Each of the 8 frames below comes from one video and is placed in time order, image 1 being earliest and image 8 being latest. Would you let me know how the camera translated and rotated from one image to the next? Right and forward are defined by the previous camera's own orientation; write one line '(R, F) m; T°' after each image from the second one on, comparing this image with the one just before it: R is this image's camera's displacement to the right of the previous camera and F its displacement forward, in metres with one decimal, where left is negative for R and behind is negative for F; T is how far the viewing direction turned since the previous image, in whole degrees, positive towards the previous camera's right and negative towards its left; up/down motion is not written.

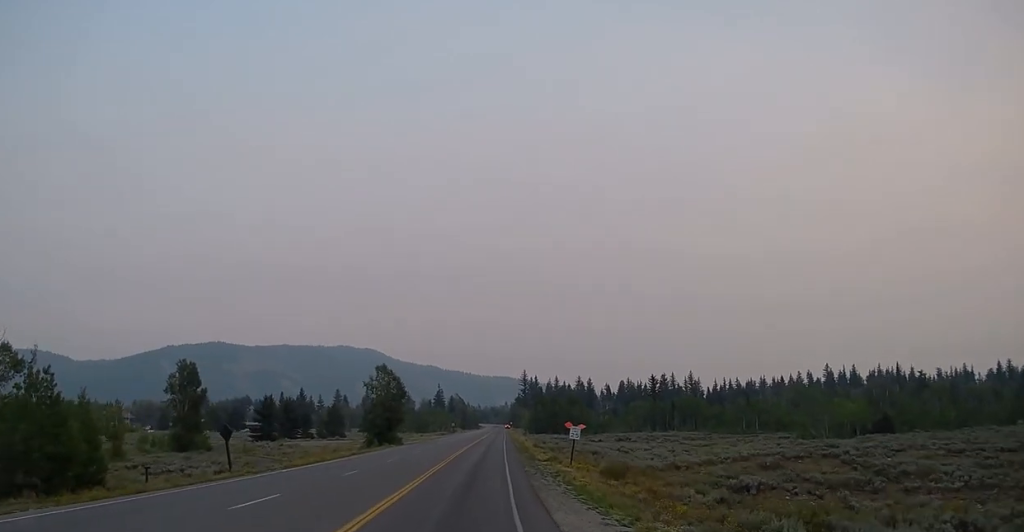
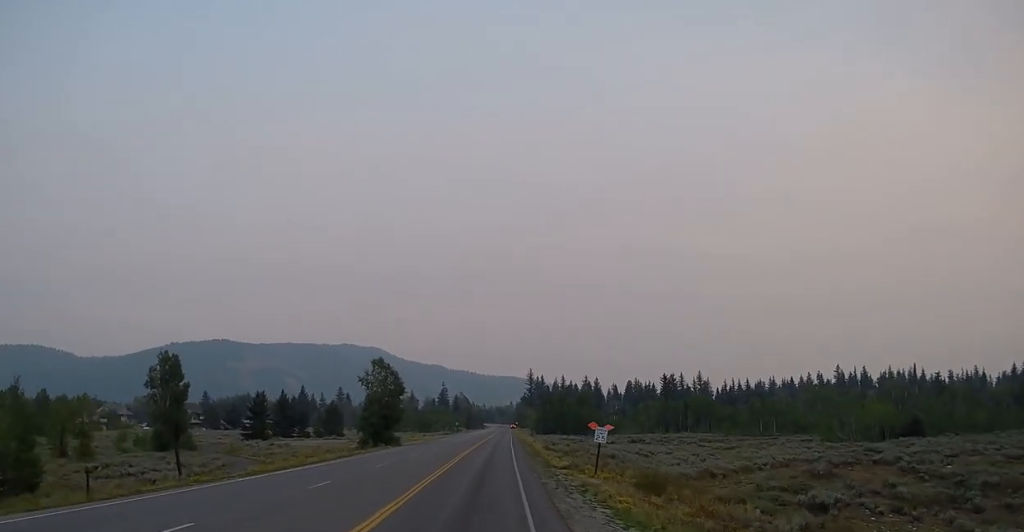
(-0.1, +7.3) m; -3°
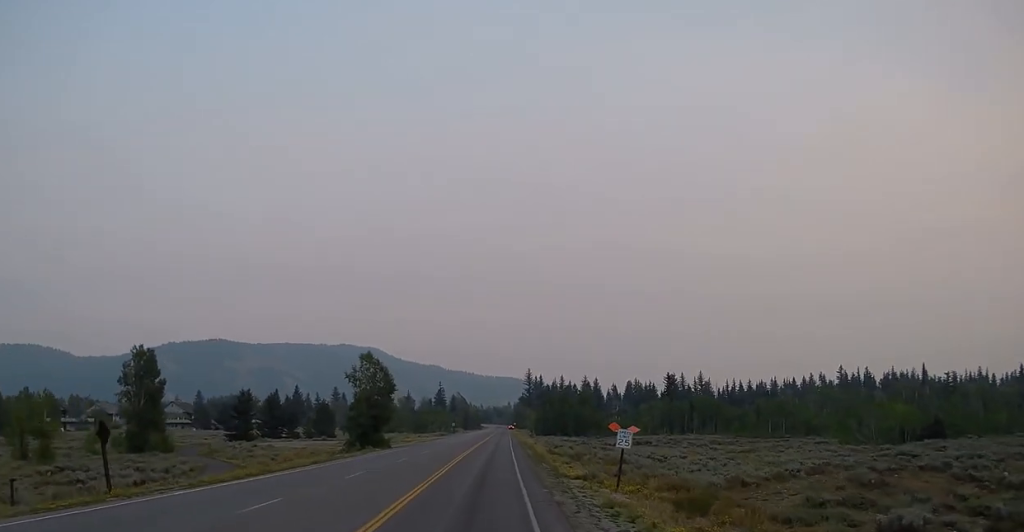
(-0.2, +6.3) m; -3°
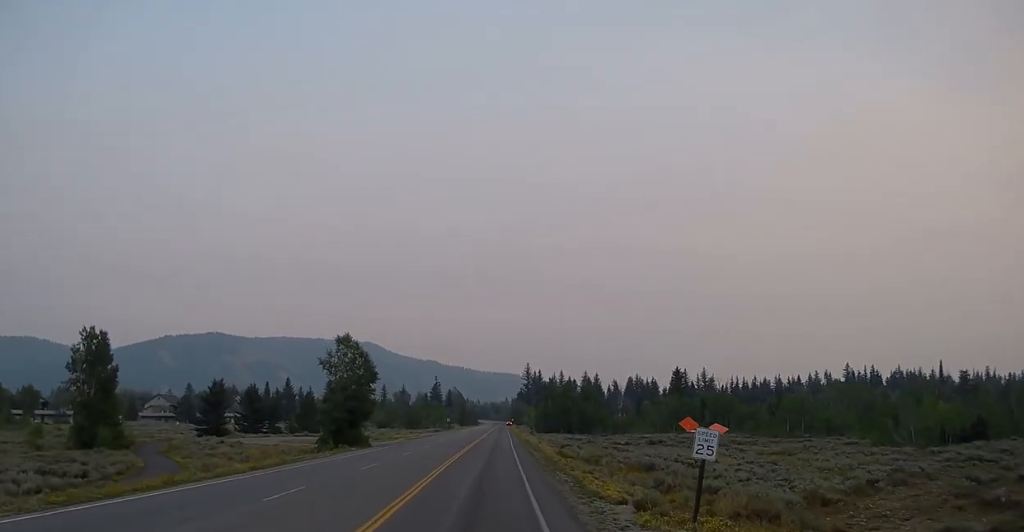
(-0.3, +10.0) m; 0°
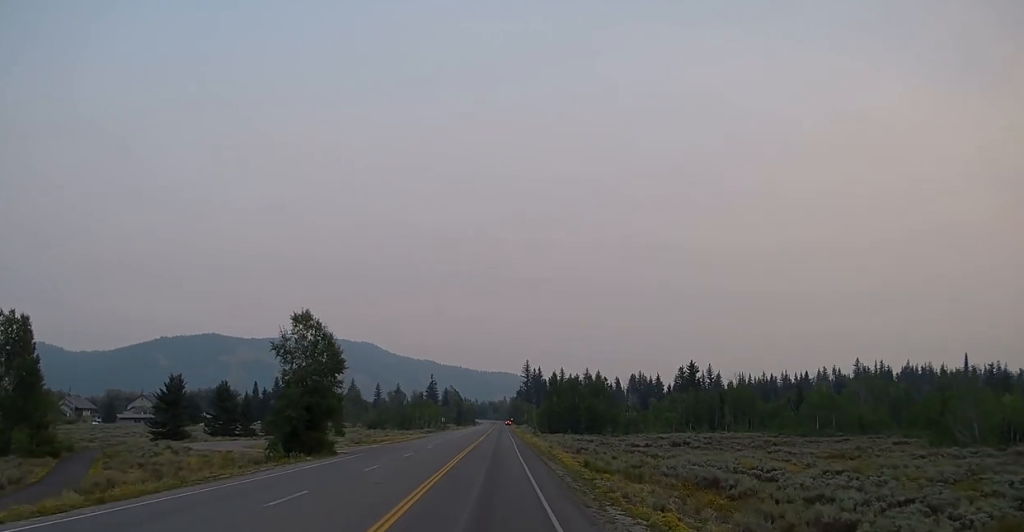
(+0.7, +12.9) m; +4°
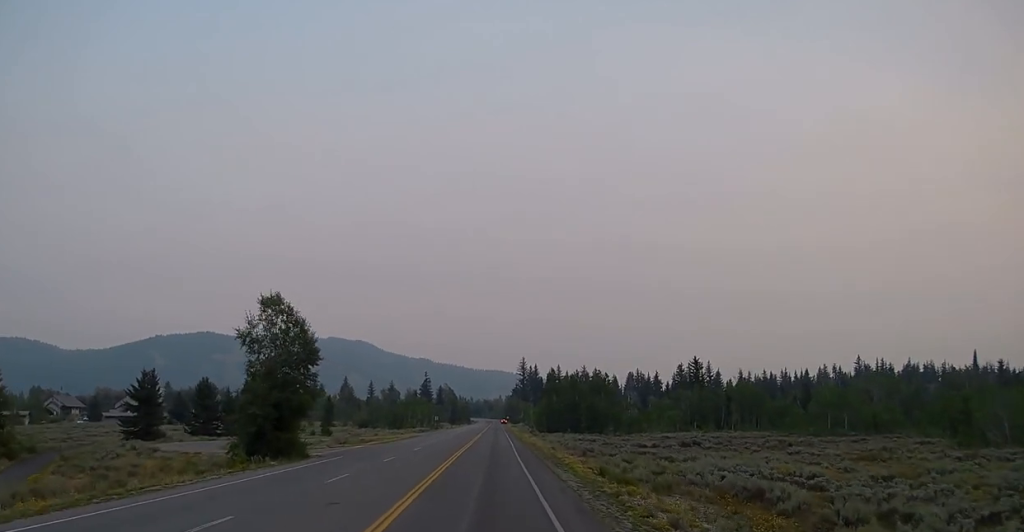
(0.0, +6.4) m; 0°
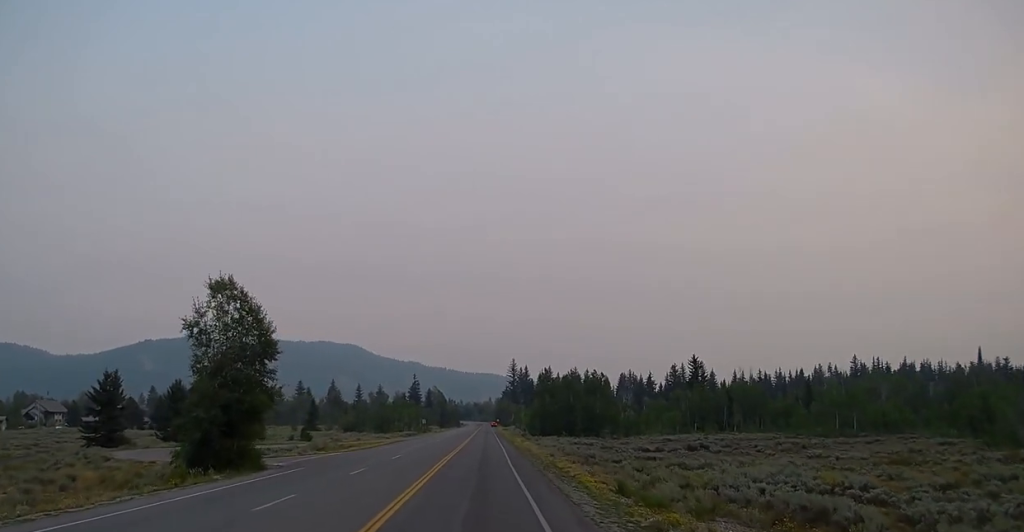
(-0.1, +7.4) m; +1°
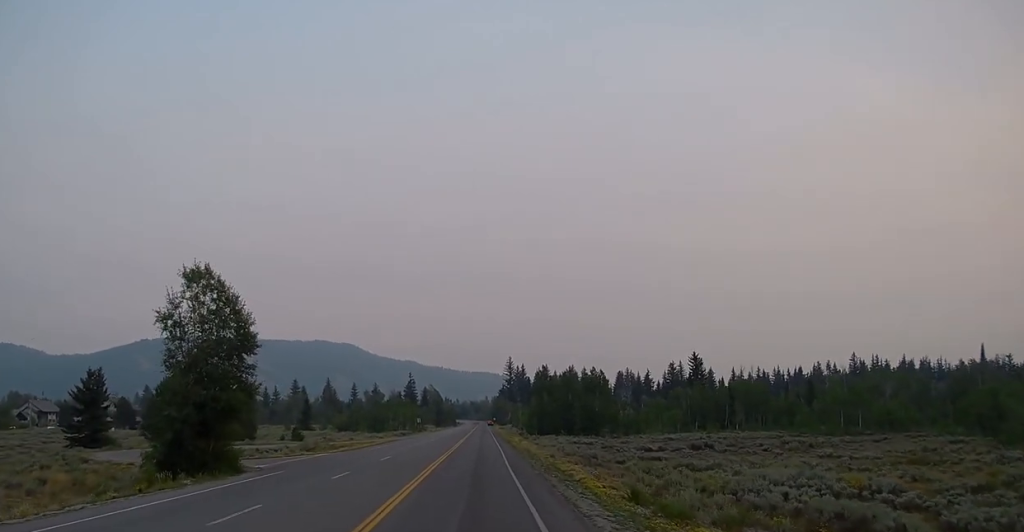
(+0.1, +3.0) m; +2°
